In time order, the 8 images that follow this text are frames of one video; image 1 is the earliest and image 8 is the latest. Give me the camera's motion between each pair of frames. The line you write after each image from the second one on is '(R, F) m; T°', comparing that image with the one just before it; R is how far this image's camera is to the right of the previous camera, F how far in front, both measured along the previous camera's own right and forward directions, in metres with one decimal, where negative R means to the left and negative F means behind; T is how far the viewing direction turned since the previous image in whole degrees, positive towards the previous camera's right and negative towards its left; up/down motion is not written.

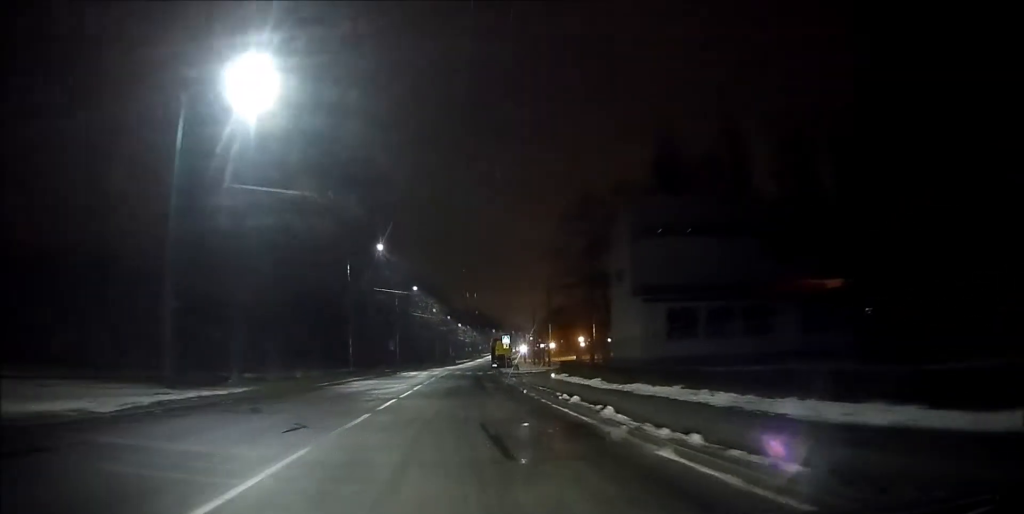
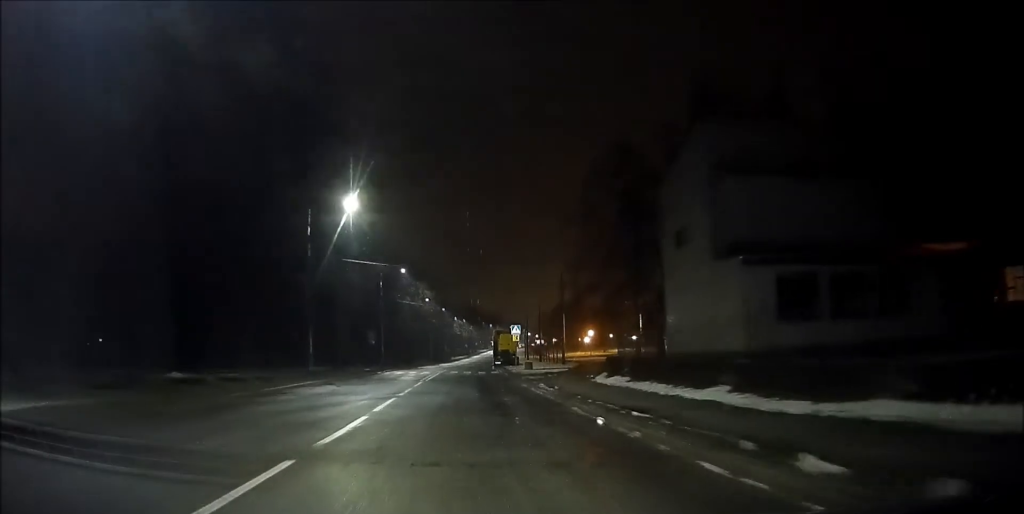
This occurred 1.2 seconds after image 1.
(0.0, +13.8) m; 0°
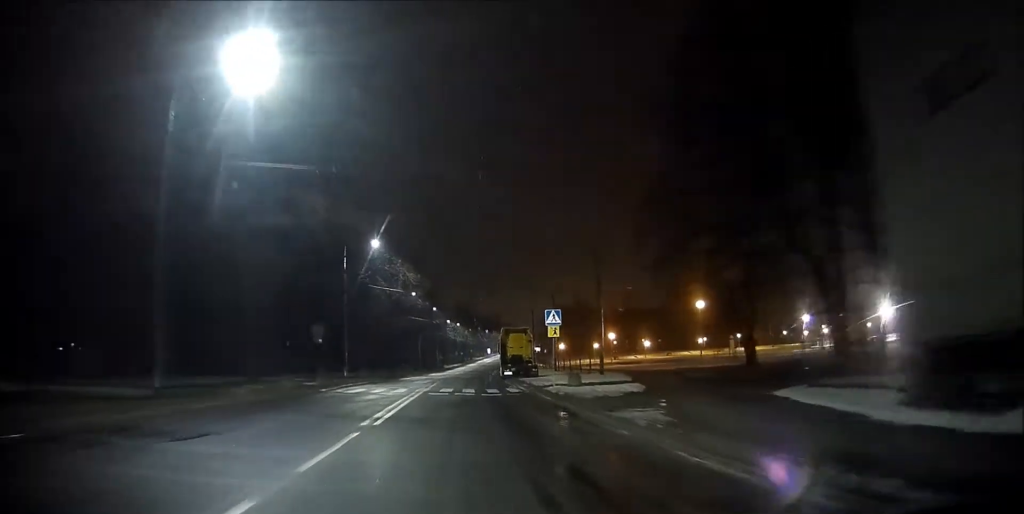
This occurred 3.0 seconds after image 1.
(-0.1, +20.3) m; 0°
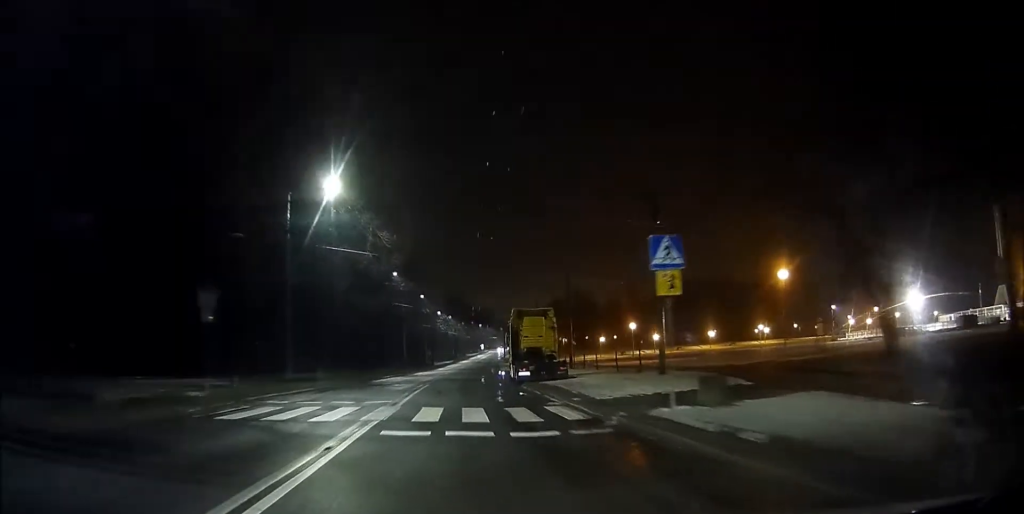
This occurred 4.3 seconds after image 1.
(0.0, +15.5) m; +1°
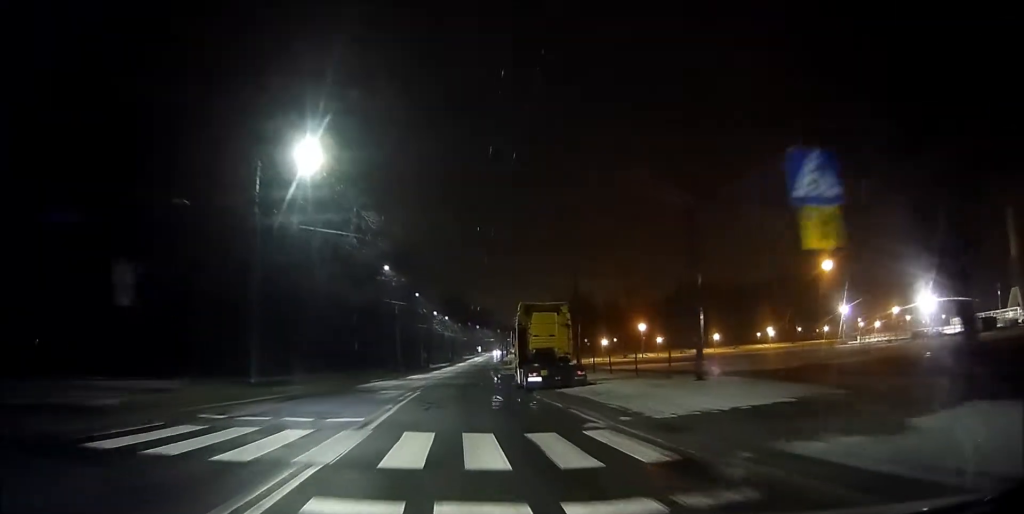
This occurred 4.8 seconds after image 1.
(0.0, +5.7) m; +2°
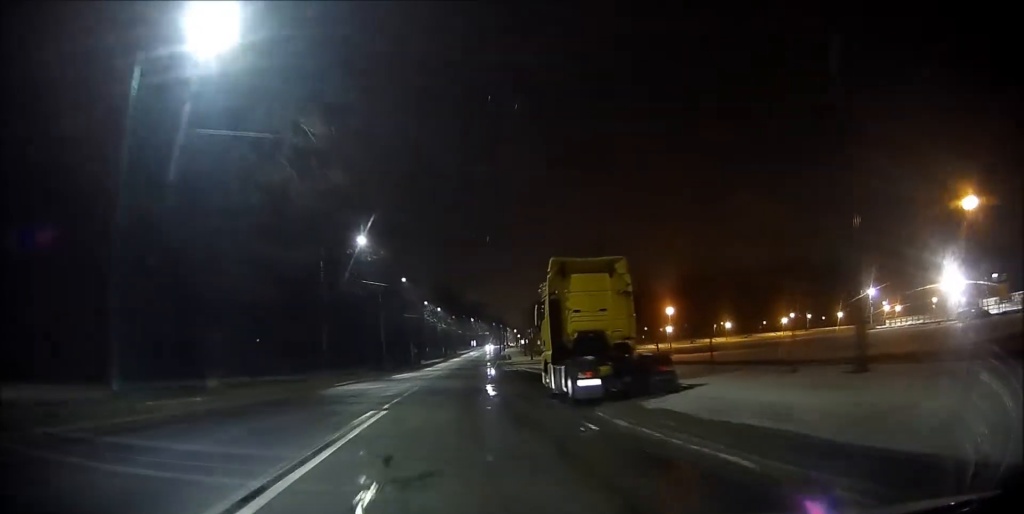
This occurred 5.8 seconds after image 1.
(+0.6, +12.7) m; +7°
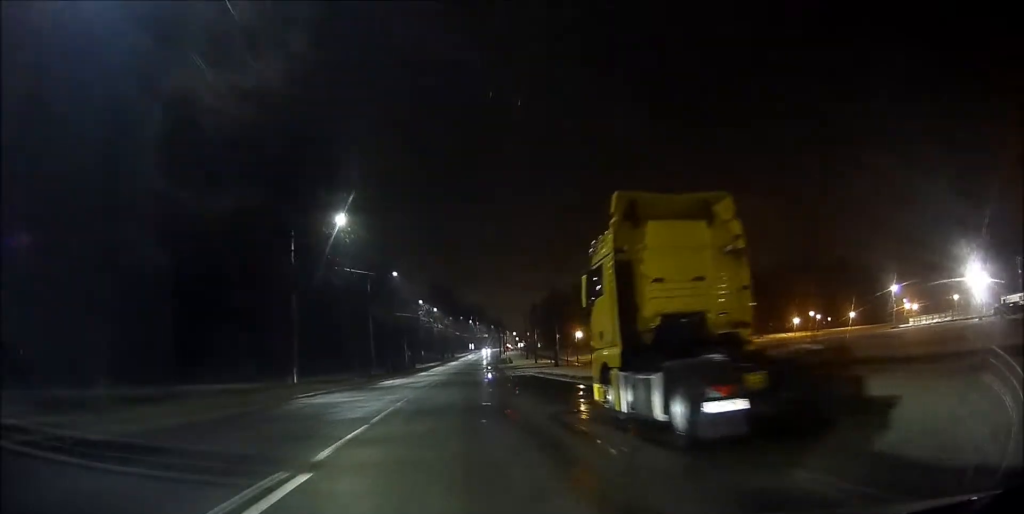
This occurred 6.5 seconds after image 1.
(+1.5, +8.8) m; -4°
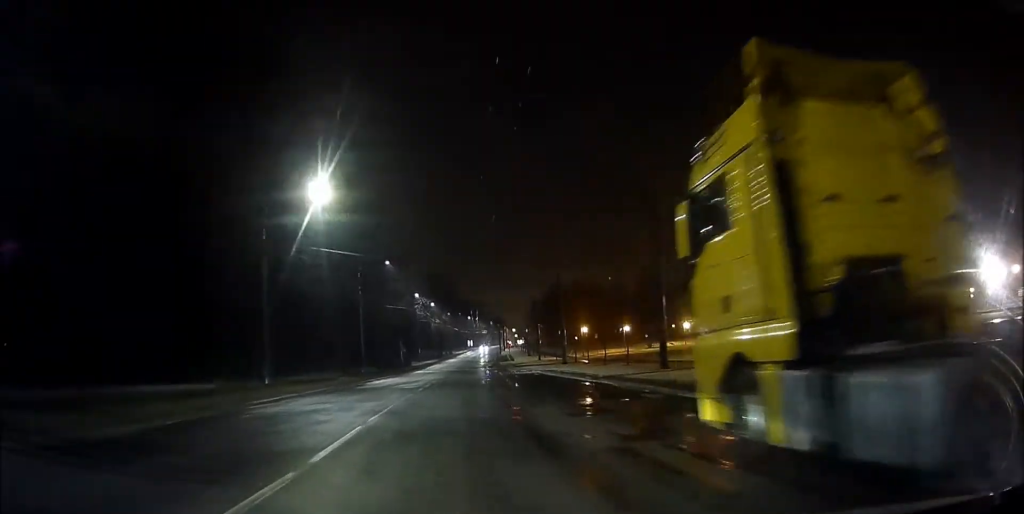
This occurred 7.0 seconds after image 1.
(-0.9, +5.9) m; -7°
